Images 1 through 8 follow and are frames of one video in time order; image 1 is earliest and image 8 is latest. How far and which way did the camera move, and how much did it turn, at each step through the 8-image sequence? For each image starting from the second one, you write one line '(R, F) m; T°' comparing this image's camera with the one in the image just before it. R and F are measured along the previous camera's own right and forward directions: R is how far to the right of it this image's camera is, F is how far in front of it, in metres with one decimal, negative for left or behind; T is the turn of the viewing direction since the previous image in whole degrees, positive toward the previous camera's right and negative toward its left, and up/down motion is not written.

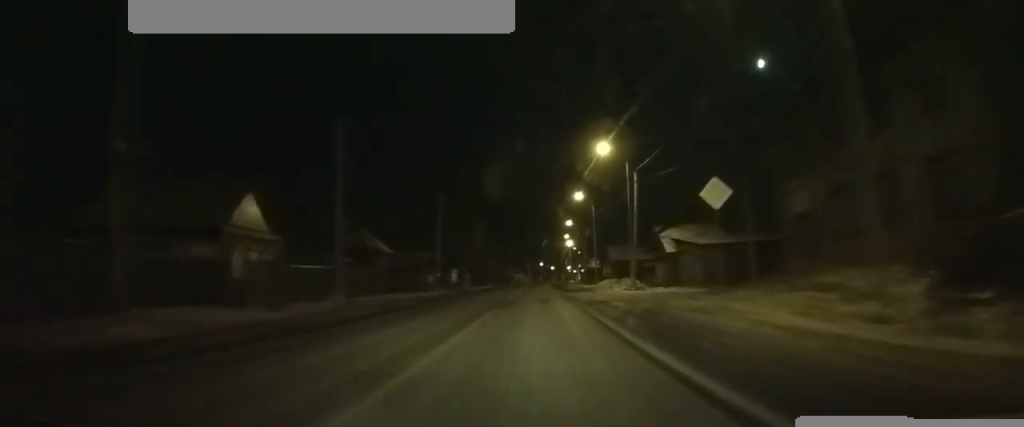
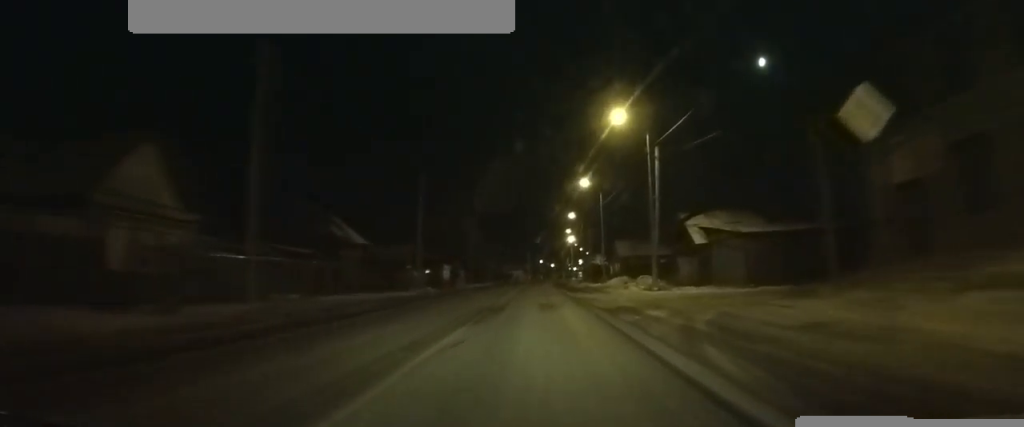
(0.0, +8.6) m; 0°
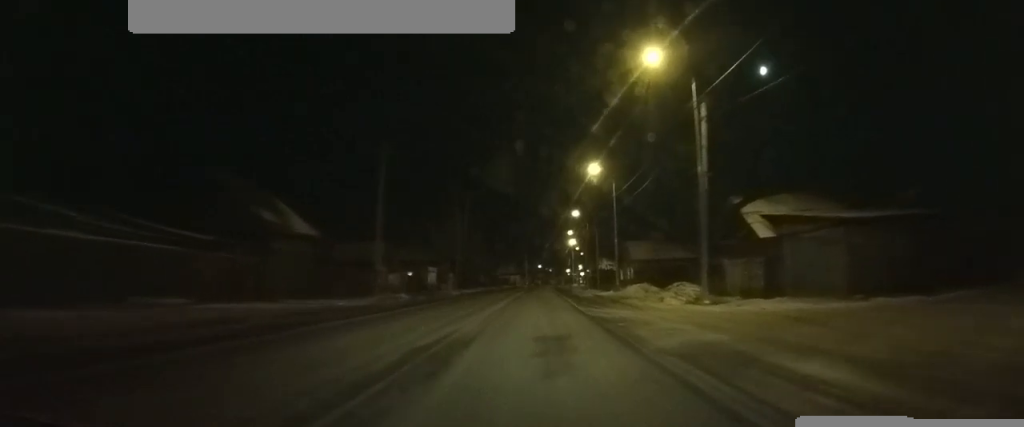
(0.0, +12.2) m; 0°
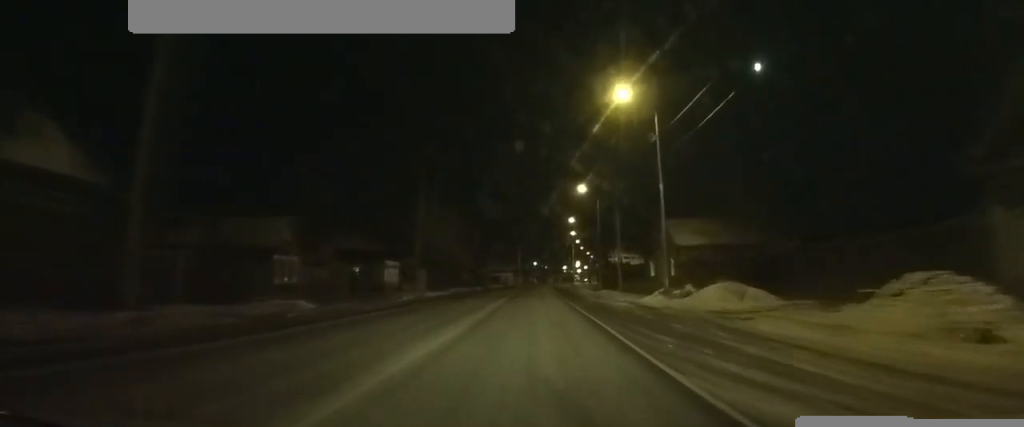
(+0.2, +24.2) m; +1°
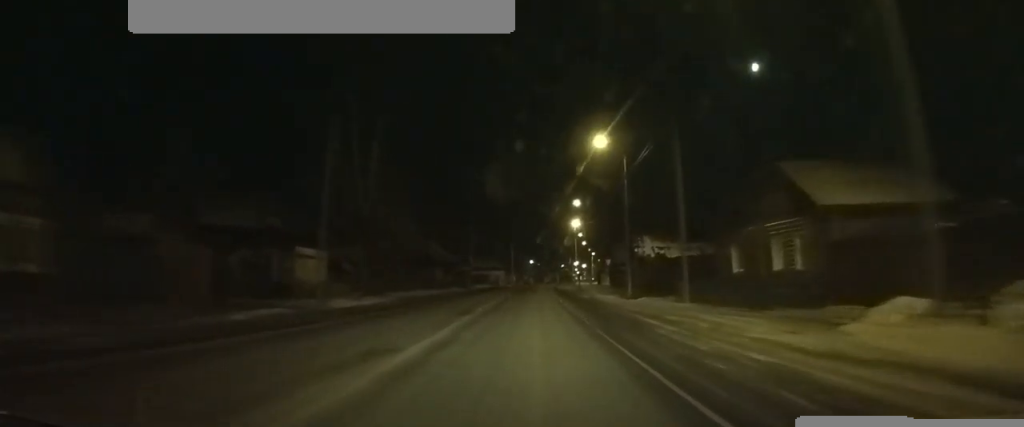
(0.0, +25.9) m; 0°
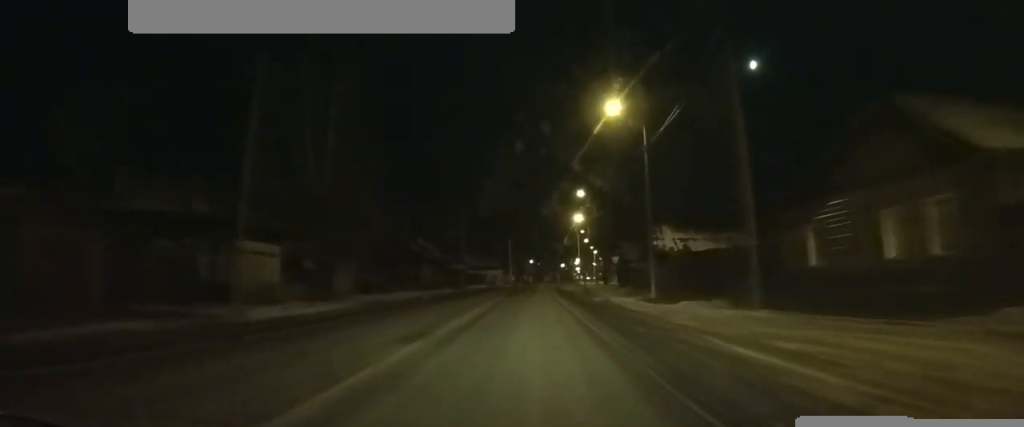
(0.0, +9.6) m; 0°
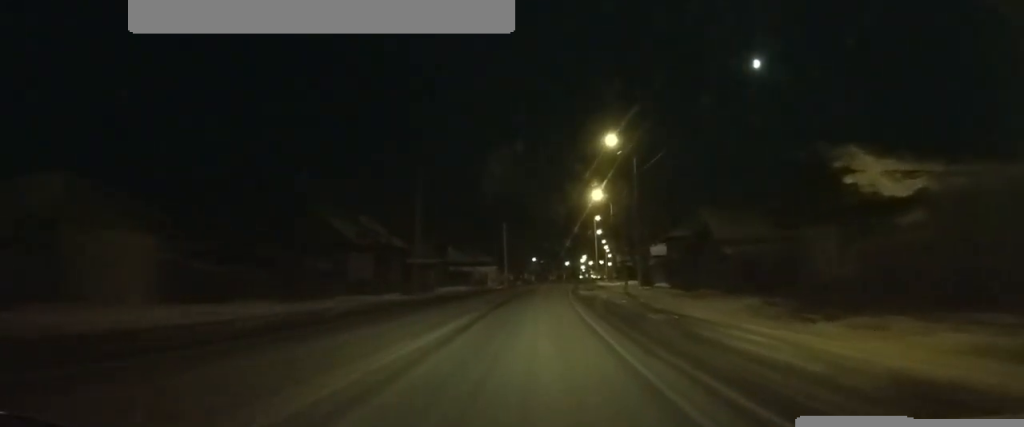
(+0.2, +28.7) m; +1°
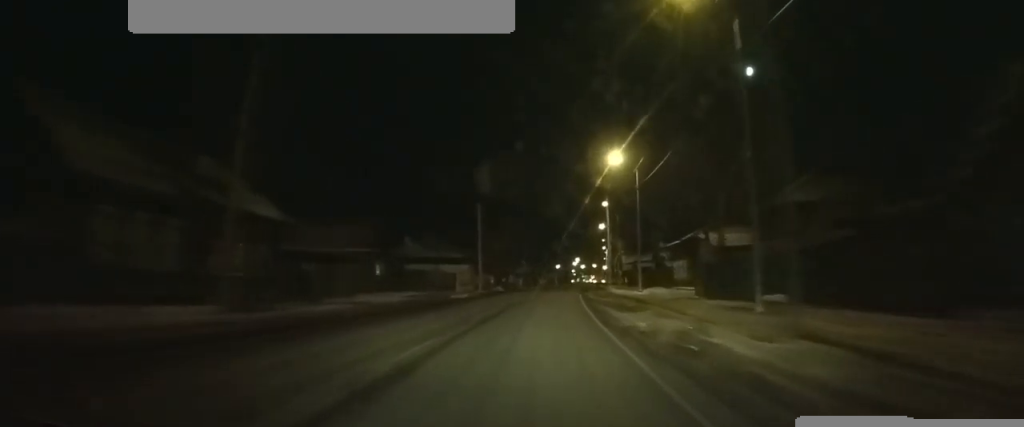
(+0.1, +24.7) m; +1°
